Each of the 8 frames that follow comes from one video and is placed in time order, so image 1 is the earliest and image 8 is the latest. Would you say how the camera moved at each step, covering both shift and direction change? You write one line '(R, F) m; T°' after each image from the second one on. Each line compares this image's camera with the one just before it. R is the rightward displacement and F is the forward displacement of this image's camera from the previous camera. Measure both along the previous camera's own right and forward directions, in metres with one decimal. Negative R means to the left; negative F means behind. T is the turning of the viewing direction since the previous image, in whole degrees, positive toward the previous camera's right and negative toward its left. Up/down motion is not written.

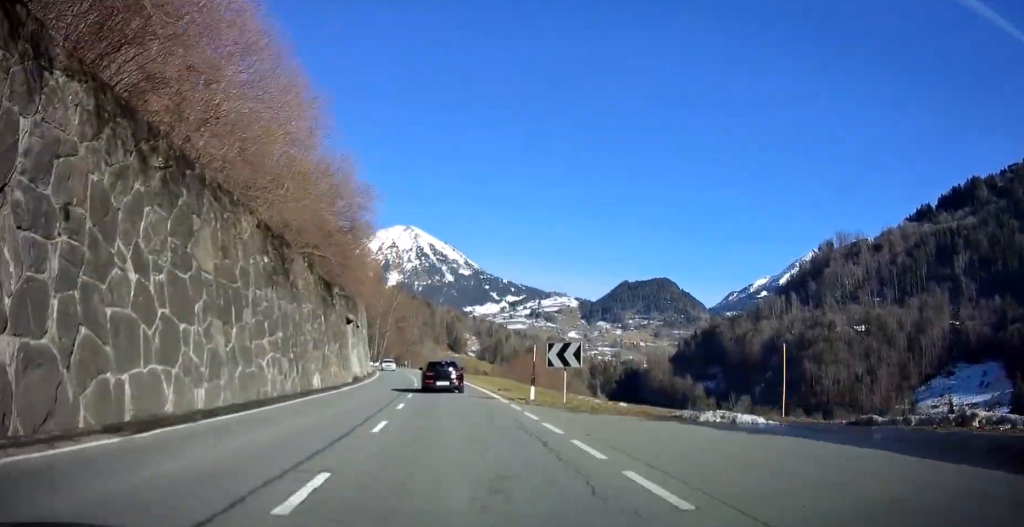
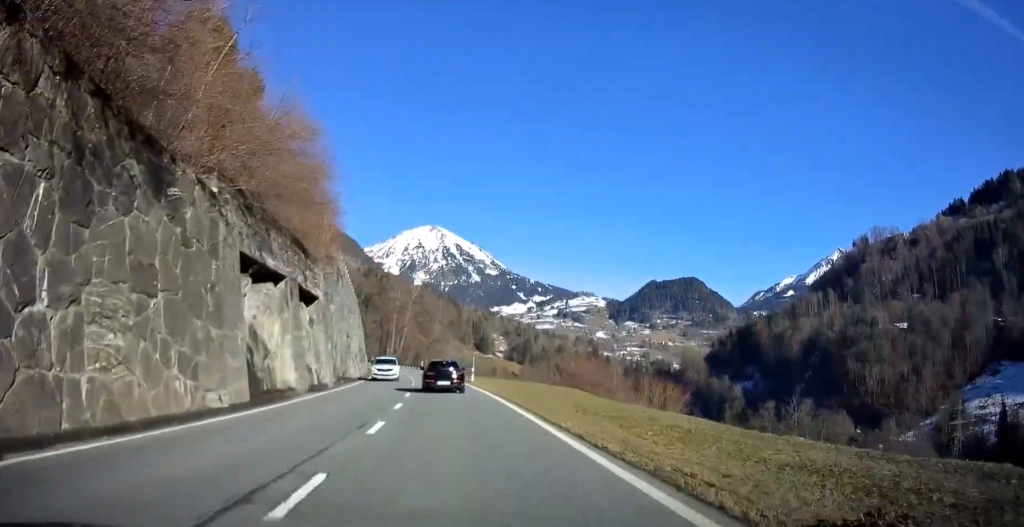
(0.0, +24.5) m; -3°
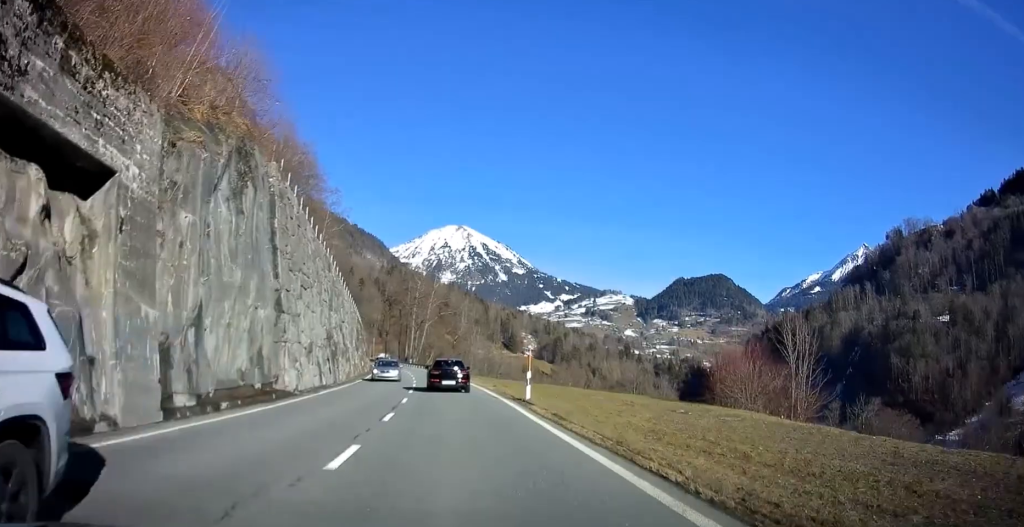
(-1.0, +22.2) m; -3°
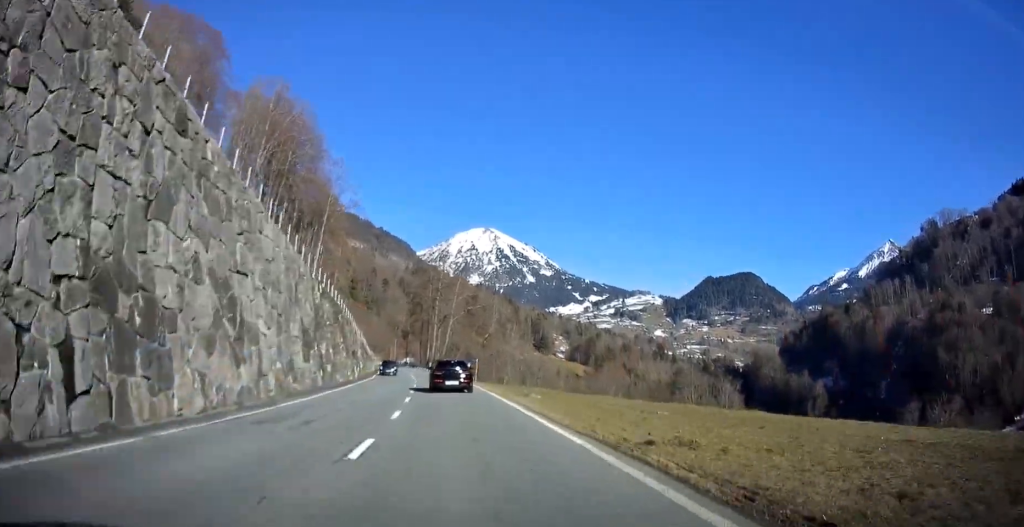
(-0.3, +22.9) m; -2°
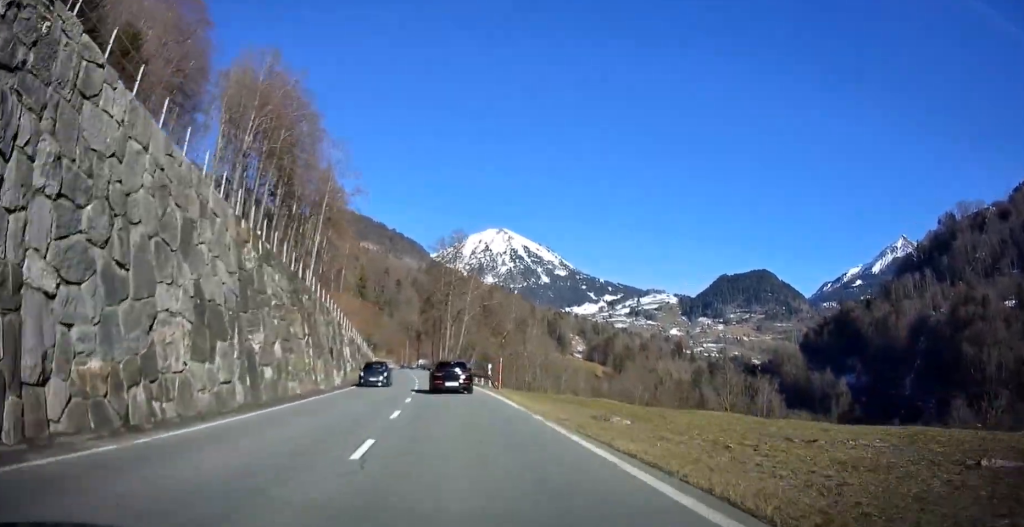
(-0.1, +11.6) m; -2°
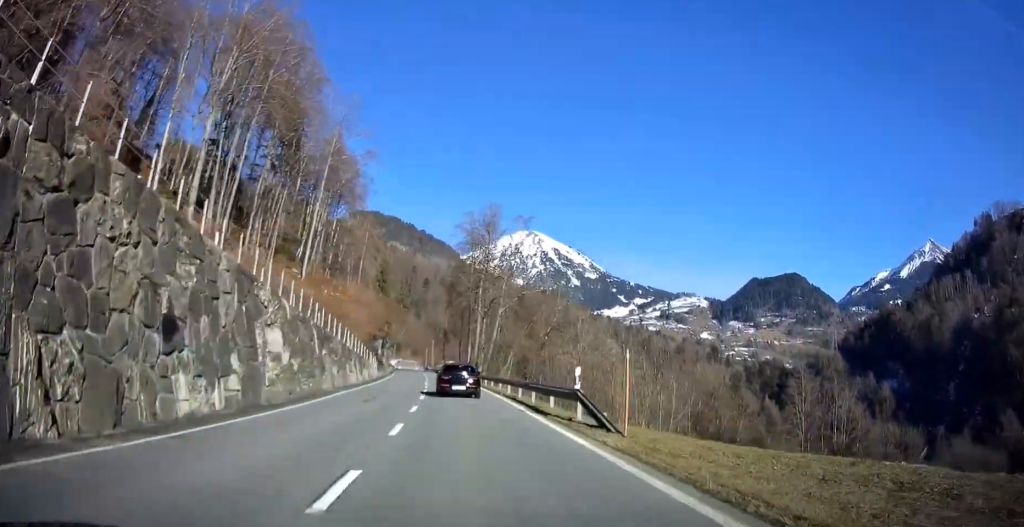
(-0.5, +20.6) m; -2°
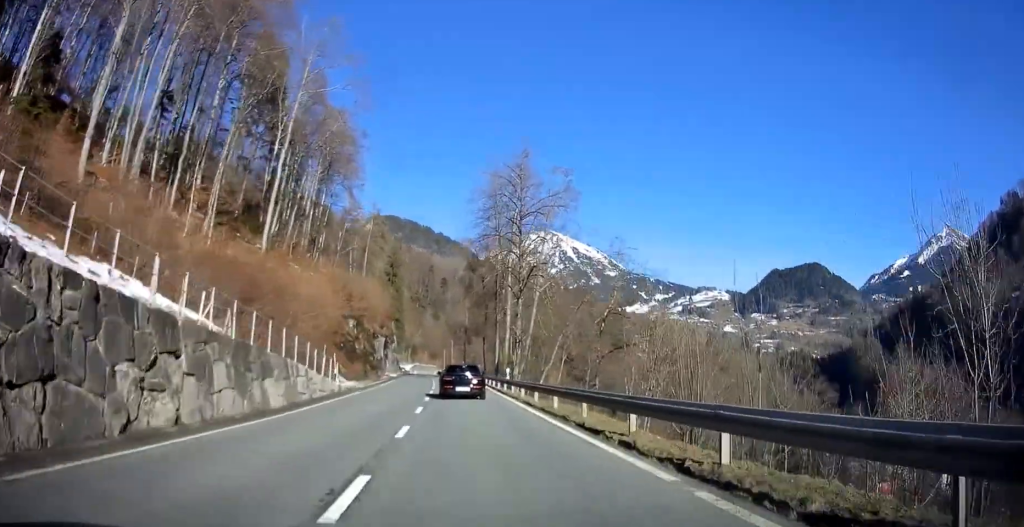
(-0.3, +23.9) m; -2°
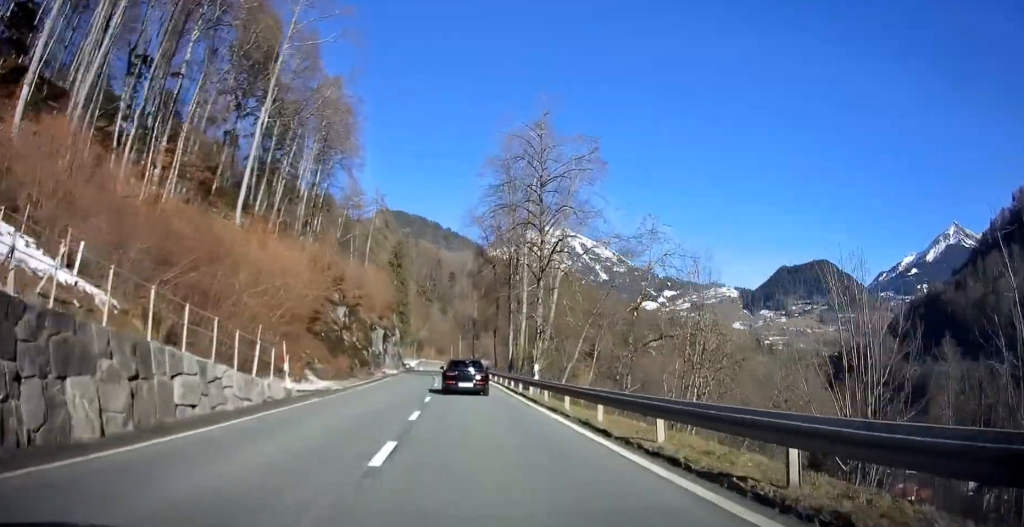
(-0.1, +9.9) m; 0°
